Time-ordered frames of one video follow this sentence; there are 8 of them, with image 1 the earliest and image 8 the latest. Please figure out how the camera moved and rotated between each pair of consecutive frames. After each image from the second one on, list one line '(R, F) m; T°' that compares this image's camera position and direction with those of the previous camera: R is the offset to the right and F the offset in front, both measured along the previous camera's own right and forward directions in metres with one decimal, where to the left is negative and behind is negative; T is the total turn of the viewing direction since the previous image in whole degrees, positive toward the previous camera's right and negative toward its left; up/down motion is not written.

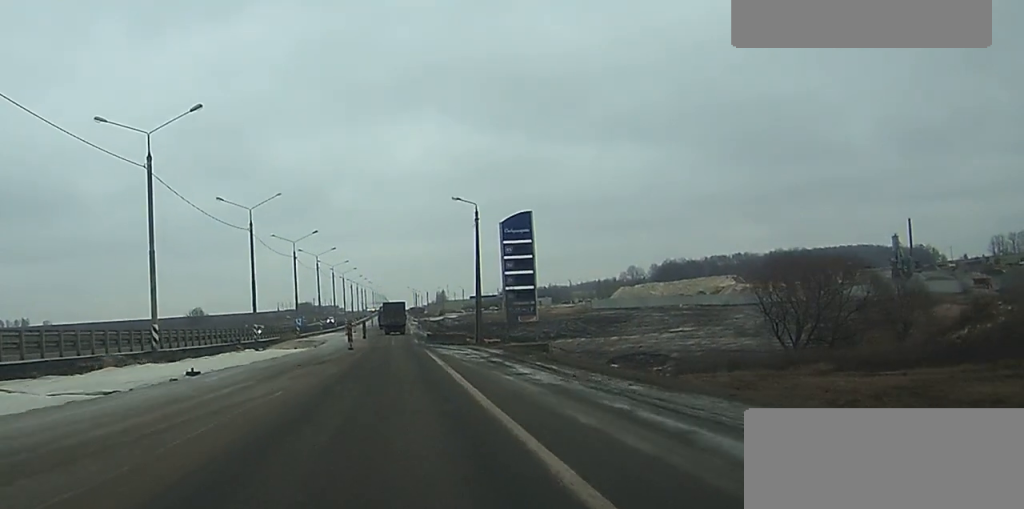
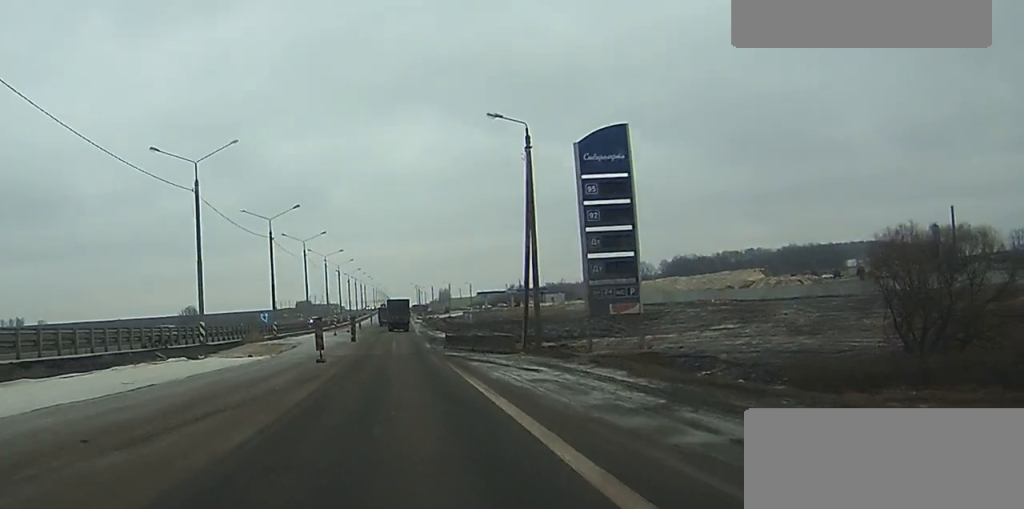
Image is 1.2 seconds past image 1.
(0.0, +22.6) m; 0°
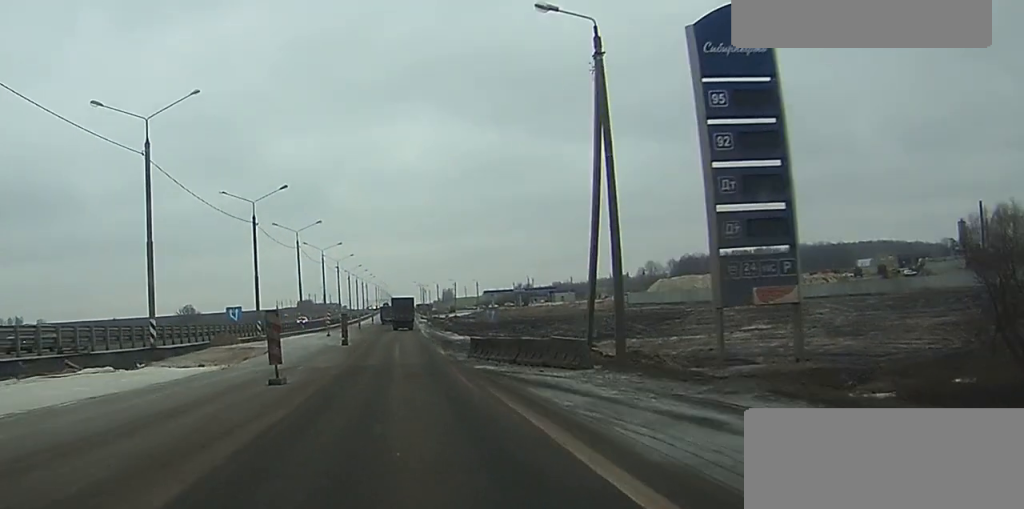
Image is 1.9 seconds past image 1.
(0.0, +12.6) m; 0°
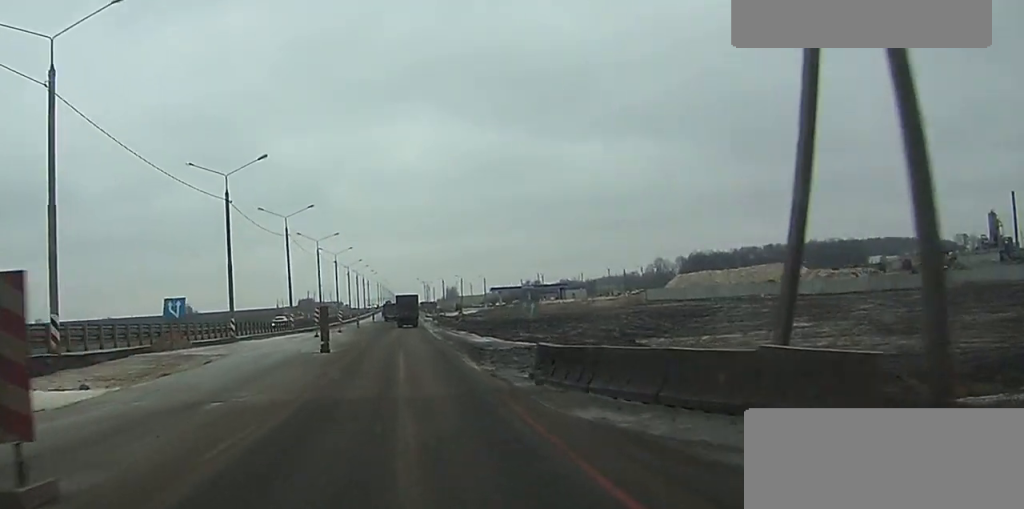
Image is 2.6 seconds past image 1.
(0.0, +13.7) m; 0°
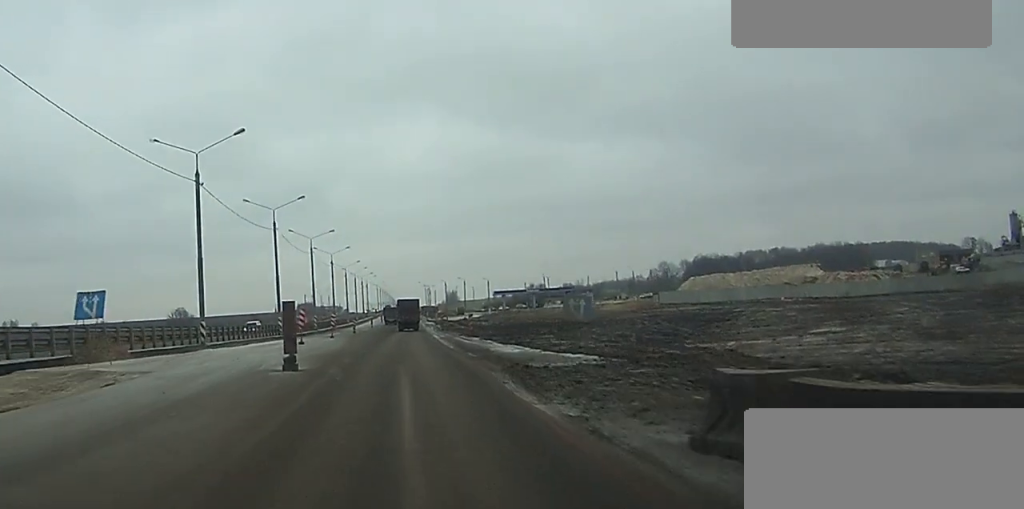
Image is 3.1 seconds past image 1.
(0.0, +10.0) m; 0°
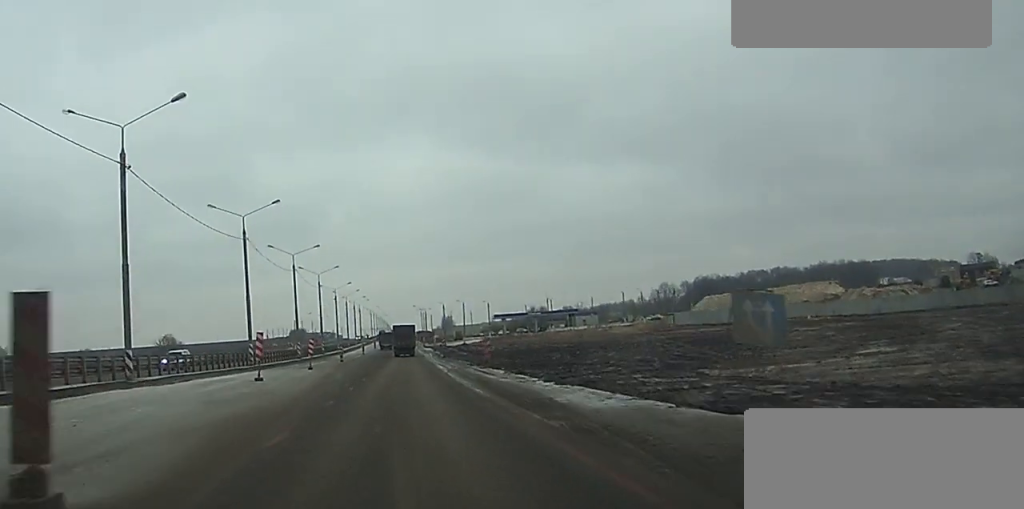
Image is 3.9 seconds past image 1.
(0.0, +14.3) m; 0°
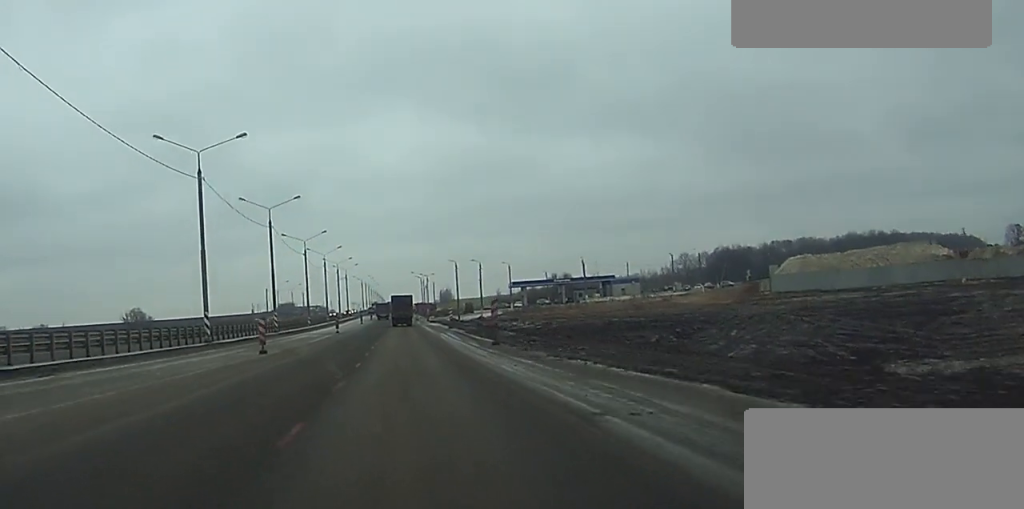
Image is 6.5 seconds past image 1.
(+0.5, +49.4) m; +1°
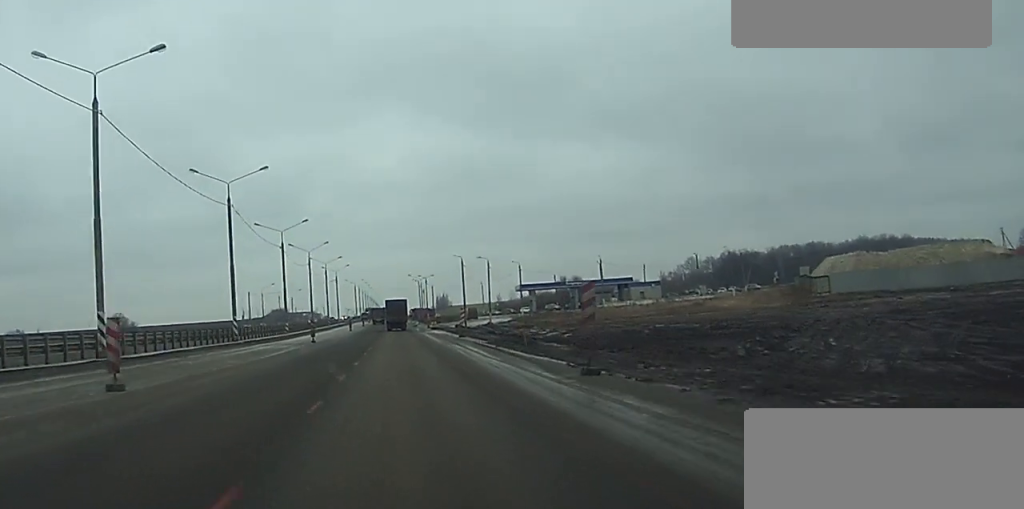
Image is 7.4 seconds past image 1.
(0.0, +19.5) m; 0°
